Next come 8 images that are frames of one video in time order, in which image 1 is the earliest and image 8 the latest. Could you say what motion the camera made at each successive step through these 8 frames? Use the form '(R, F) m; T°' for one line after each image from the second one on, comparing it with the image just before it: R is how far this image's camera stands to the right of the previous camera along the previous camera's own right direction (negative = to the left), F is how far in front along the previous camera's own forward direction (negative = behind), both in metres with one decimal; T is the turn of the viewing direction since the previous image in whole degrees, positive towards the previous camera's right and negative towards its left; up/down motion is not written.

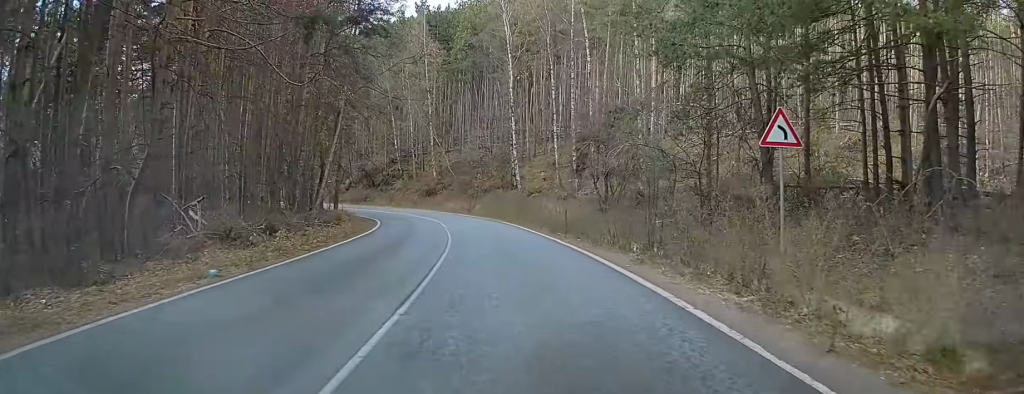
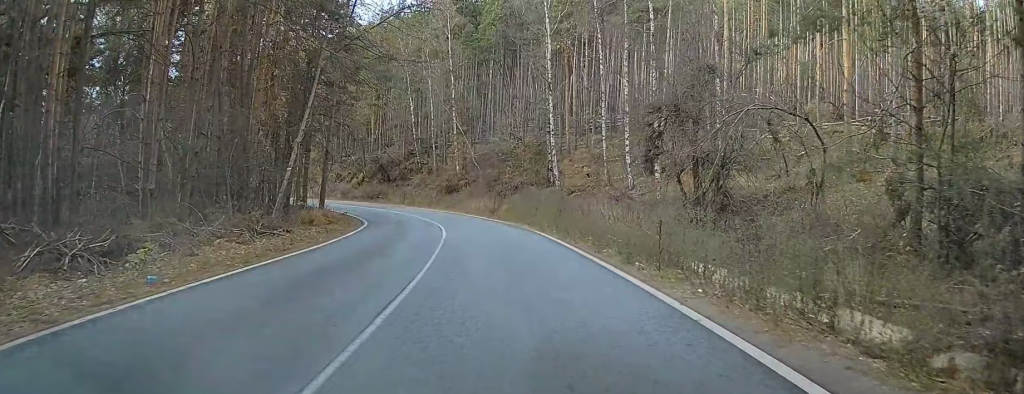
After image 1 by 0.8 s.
(-0.3, +11.7) m; -3°
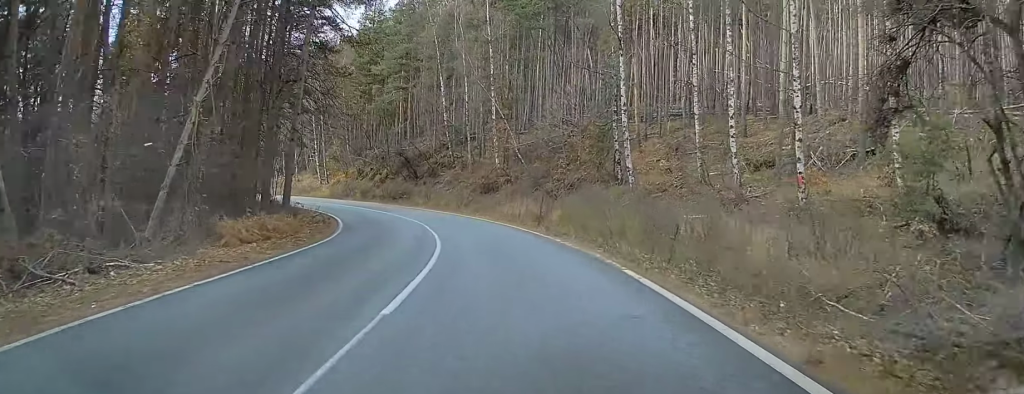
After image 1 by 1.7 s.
(-0.4, +13.0) m; -4°
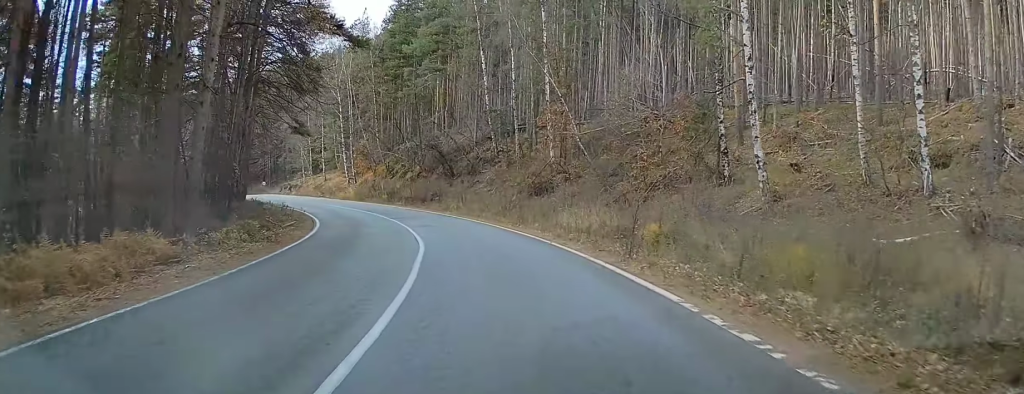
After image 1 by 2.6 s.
(-0.3, +12.0) m; -4°
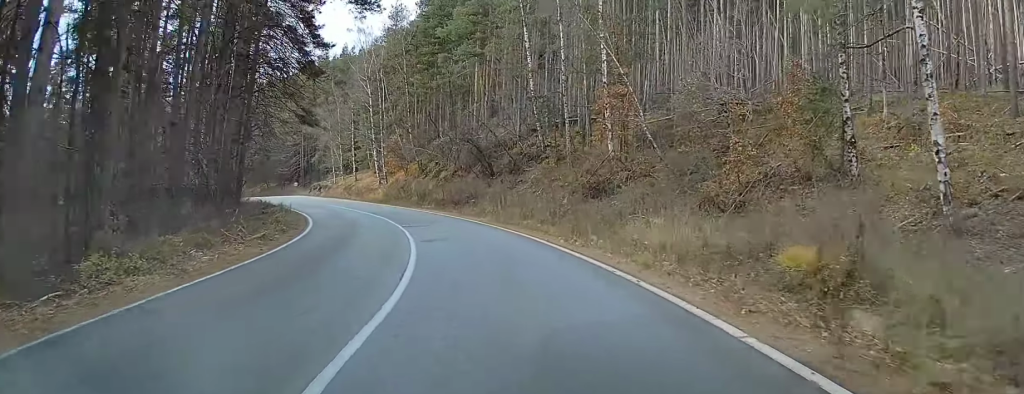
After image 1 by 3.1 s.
(-0.2, +7.3) m; -4°
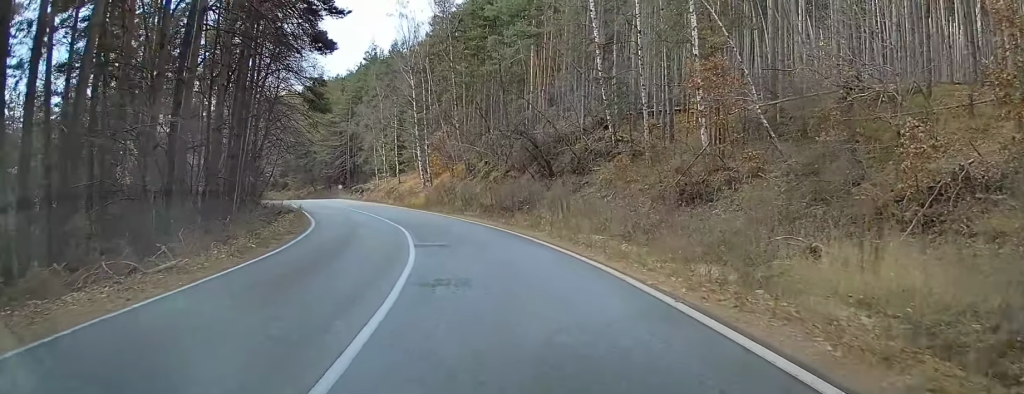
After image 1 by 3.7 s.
(-0.2, +8.0) m; -5°
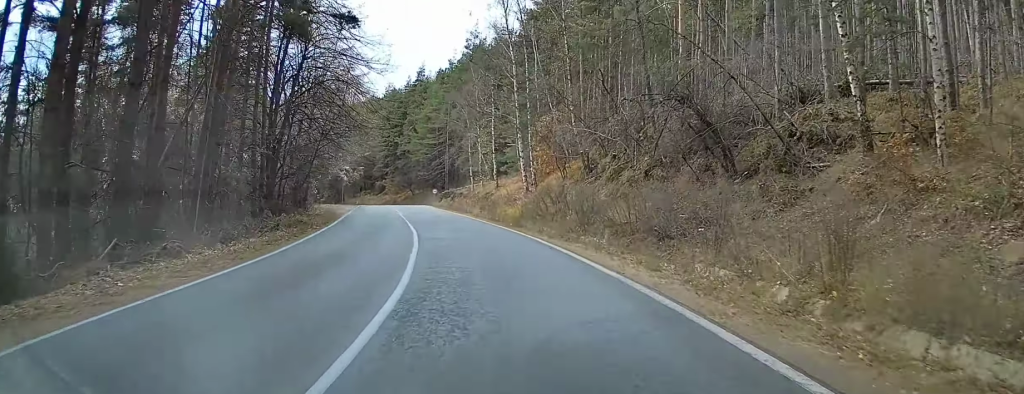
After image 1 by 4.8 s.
(-1.7, +15.3) m; -10°
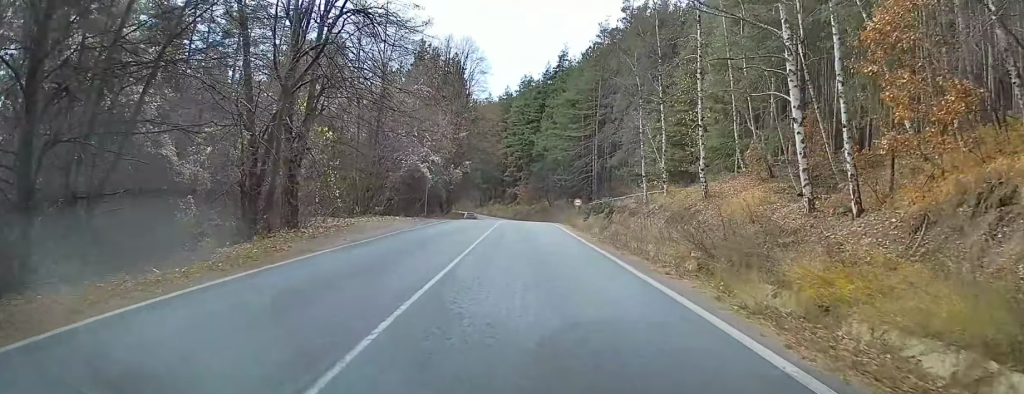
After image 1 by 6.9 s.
(-3.2, +29.1) m; -10°
